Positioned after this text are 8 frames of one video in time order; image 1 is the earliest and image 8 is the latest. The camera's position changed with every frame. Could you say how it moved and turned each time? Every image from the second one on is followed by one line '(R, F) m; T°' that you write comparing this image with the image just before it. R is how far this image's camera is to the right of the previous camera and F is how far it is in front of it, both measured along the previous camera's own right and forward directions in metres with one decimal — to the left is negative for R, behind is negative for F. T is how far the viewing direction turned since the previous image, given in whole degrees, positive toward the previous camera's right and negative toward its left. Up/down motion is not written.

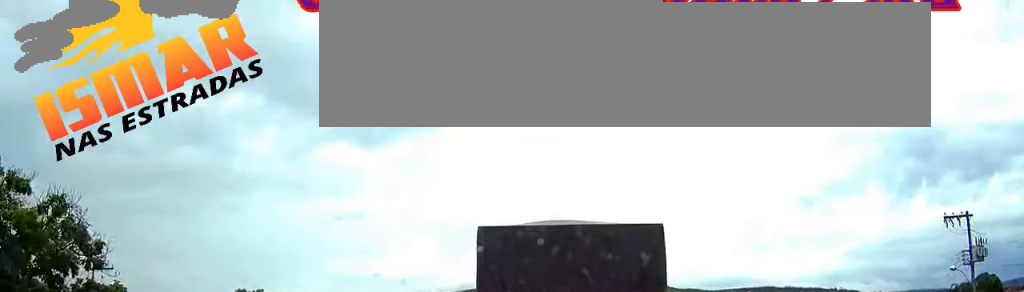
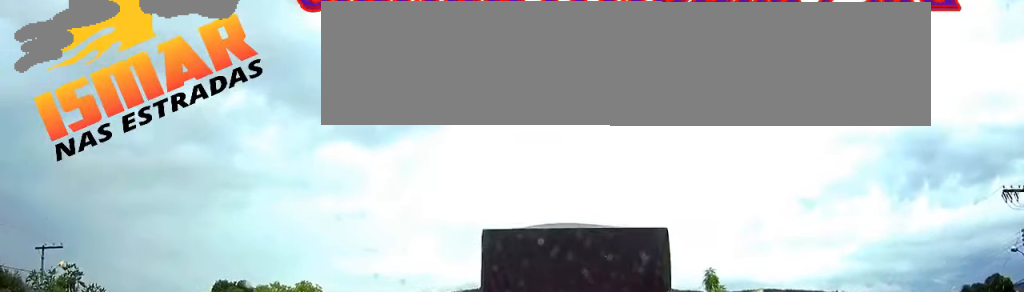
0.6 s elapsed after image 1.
(-0.1, +5.6) m; 0°
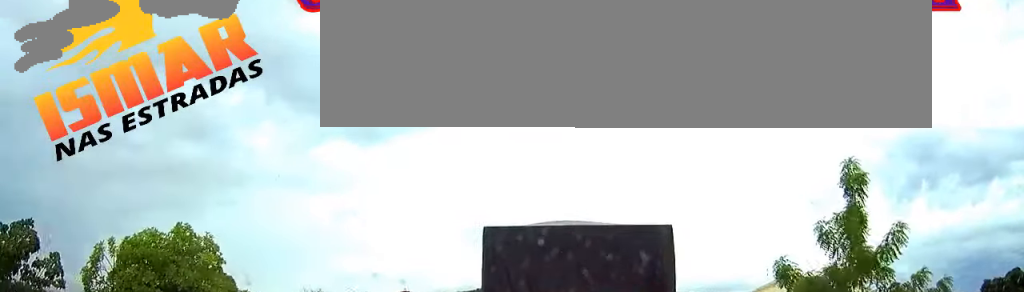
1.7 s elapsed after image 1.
(+0.2, +11.4) m; +1°
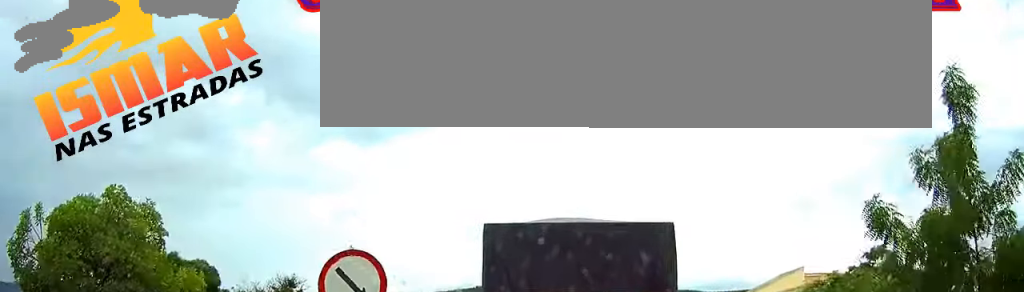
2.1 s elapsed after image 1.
(0.0, +3.9) m; 0°
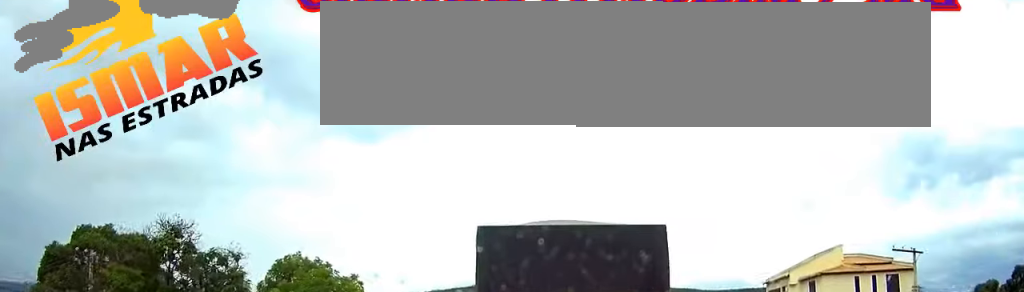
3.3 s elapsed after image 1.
(0.0, +11.0) m; 0°
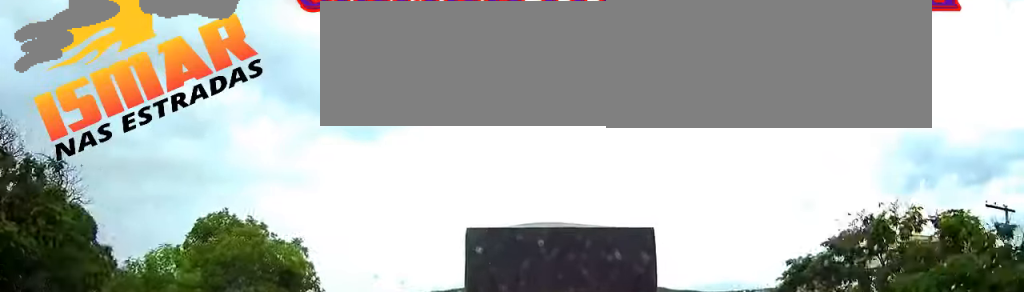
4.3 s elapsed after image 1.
(-0.1, +10.0) m; 0°
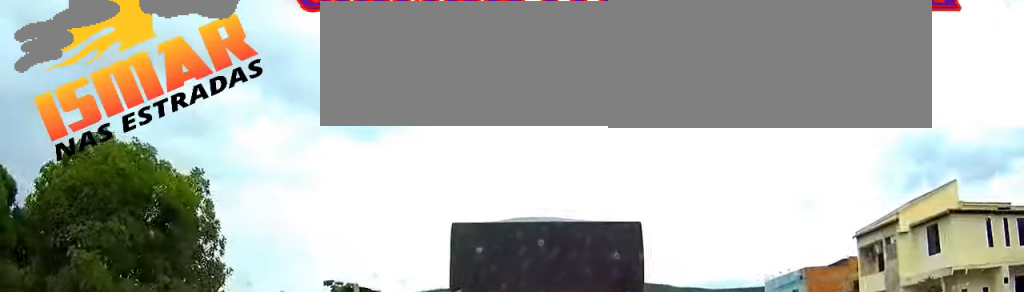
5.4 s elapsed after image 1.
(+0.1, +10.1) m; 0°
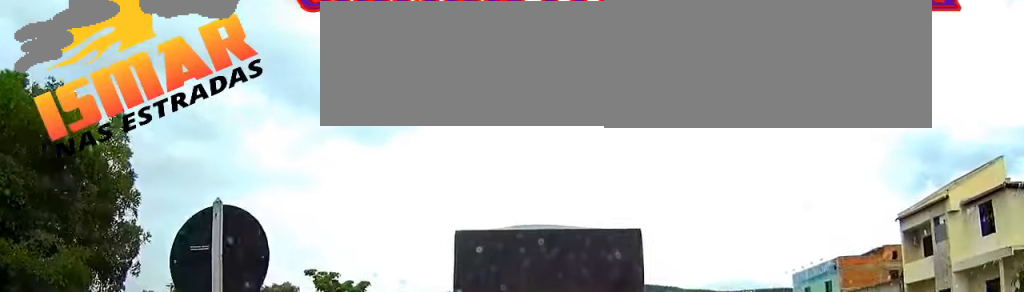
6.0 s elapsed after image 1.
(0.0, +5.6) m; -1°
